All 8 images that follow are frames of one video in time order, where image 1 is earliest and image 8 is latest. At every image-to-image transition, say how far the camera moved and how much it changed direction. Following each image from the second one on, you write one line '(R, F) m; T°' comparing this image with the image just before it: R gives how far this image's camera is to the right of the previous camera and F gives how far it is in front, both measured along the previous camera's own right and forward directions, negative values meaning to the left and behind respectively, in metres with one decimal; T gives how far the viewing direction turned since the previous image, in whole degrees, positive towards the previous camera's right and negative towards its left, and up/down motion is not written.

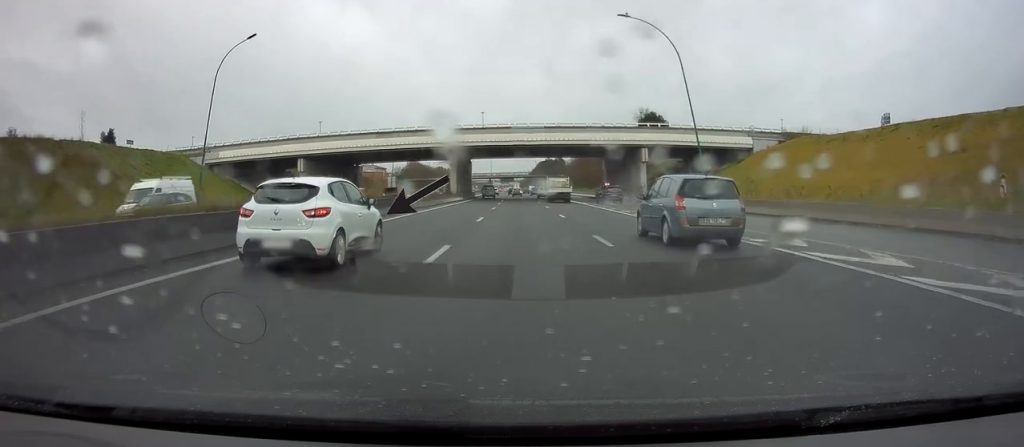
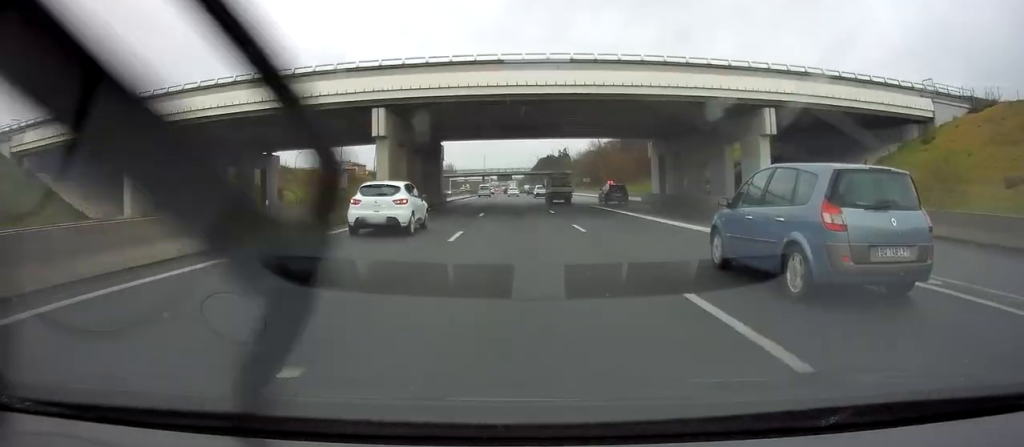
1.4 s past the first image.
(+0.1, +34.5) m; +1°
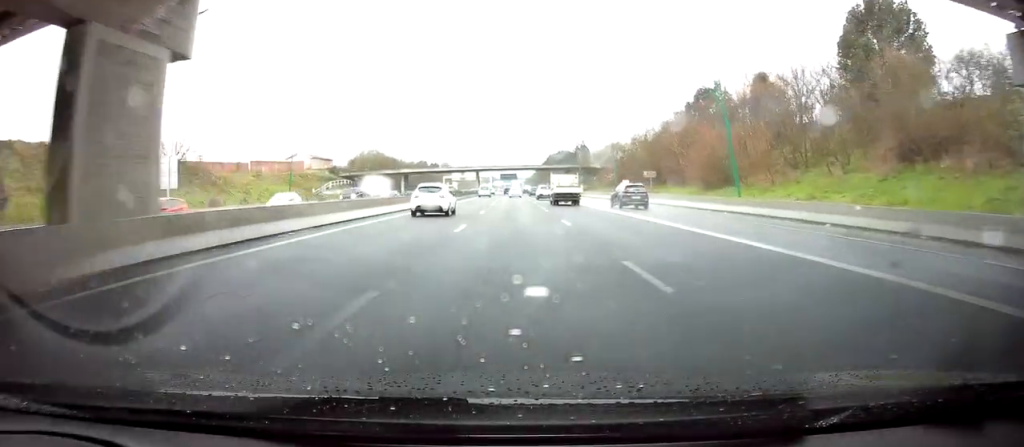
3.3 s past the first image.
(-0.5, +49.1) m; -2°
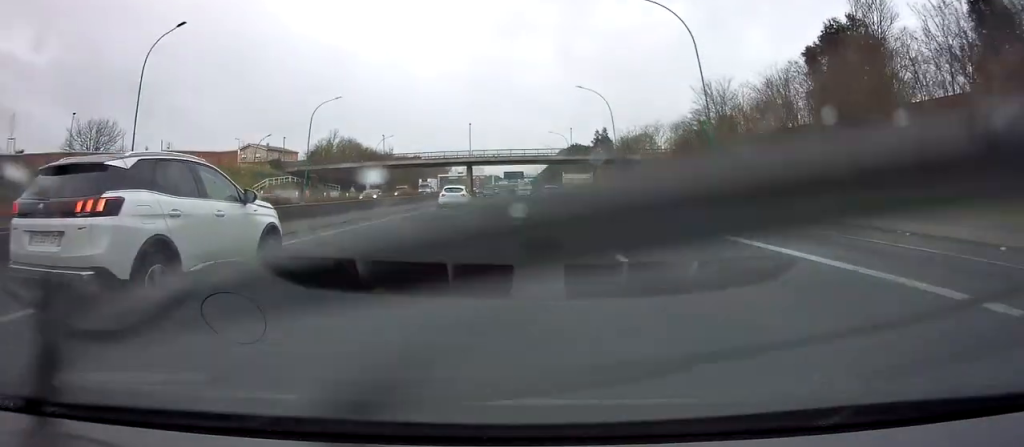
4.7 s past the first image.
(-0.2, +35.4) m; 0°
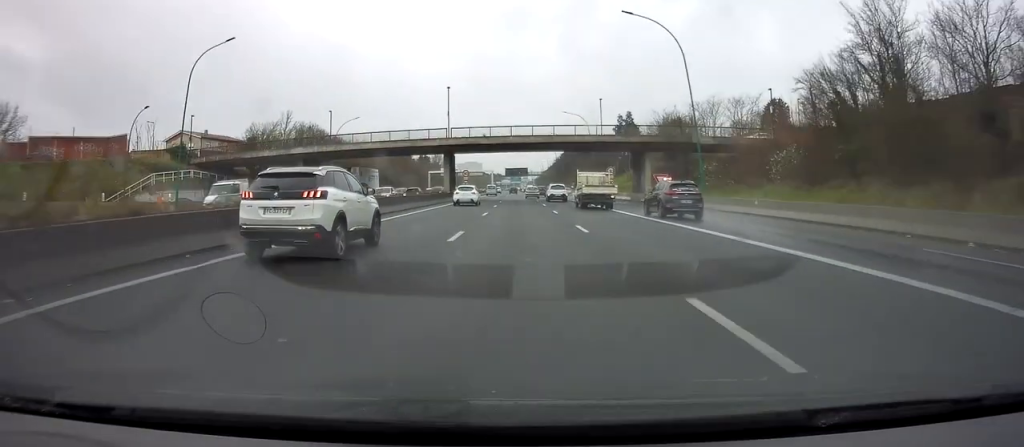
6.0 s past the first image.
(-0.1, +31.9) m; -1°
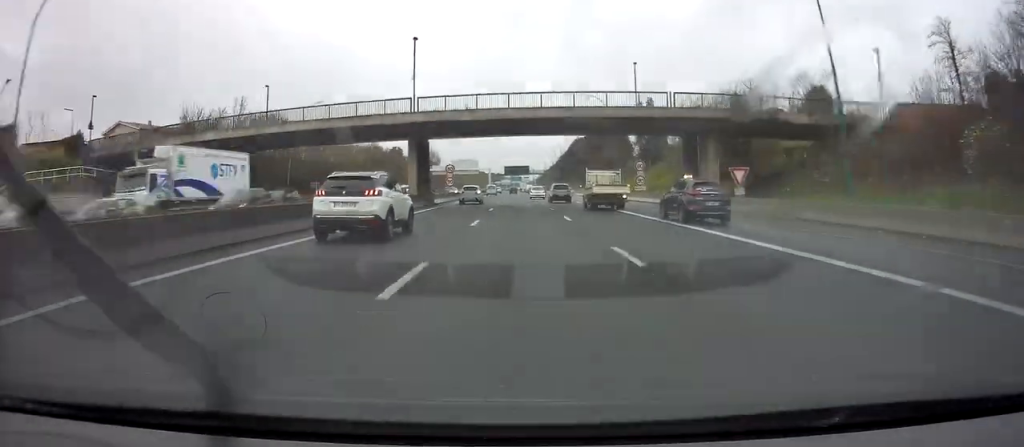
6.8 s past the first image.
(-0.1, +20.2) m; 0°
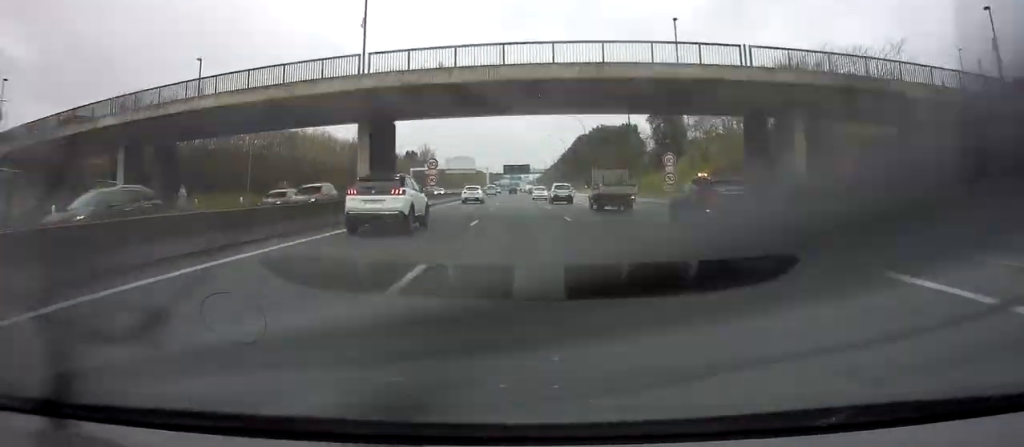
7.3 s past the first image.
(0.0, +12.6) m; 0°
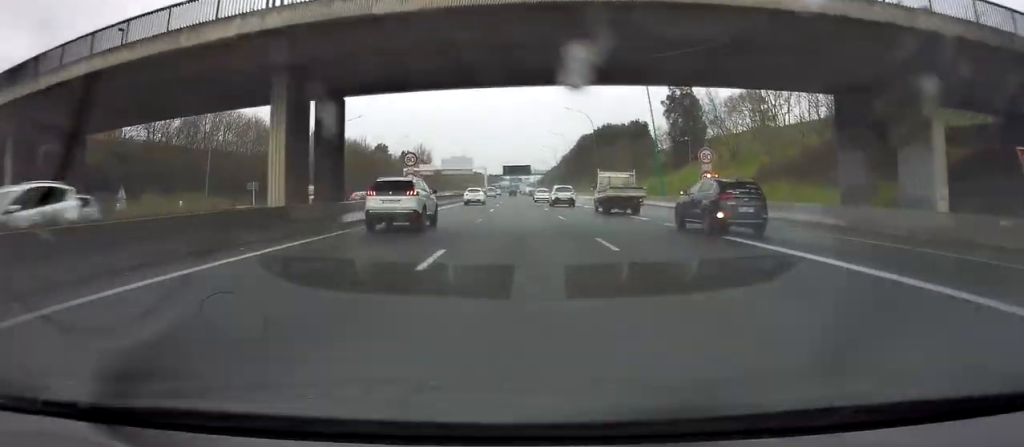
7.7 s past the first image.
(0.0, +11.0) m; 0°
